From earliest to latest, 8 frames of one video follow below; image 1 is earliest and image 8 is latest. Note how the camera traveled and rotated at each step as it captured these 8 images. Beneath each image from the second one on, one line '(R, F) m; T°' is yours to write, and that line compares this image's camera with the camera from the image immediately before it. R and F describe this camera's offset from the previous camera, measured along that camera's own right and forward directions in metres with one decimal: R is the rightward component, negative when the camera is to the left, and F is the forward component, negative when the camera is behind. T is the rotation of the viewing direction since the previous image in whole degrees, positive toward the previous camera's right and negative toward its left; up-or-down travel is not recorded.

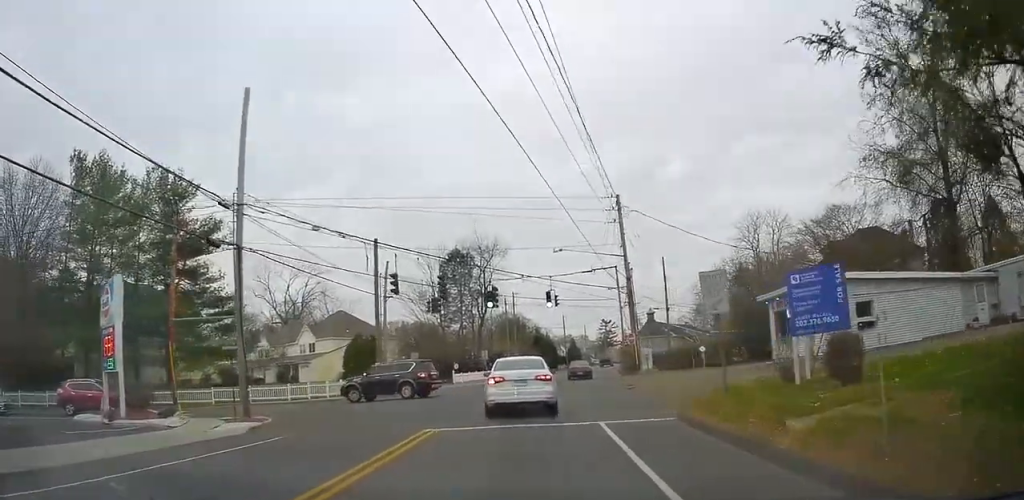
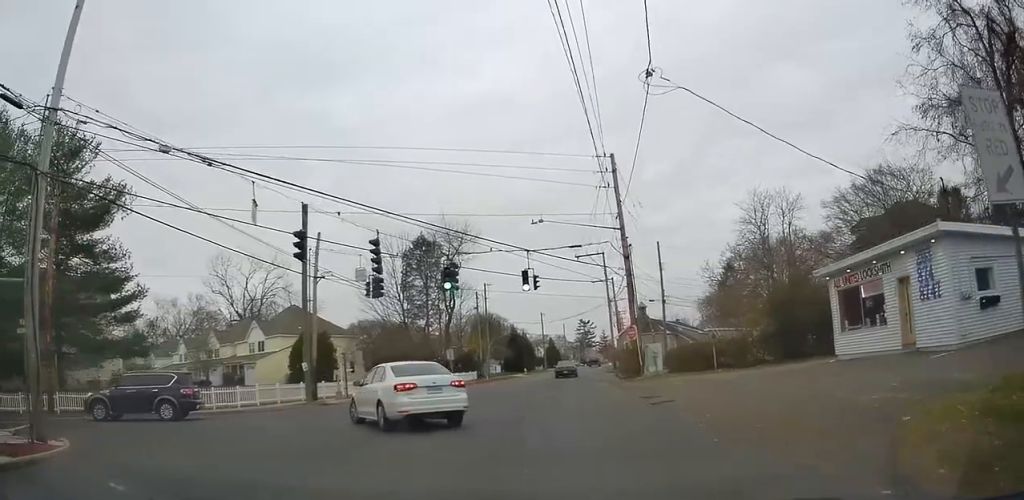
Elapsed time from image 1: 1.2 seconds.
(+0.3, +9.6) m; +3°
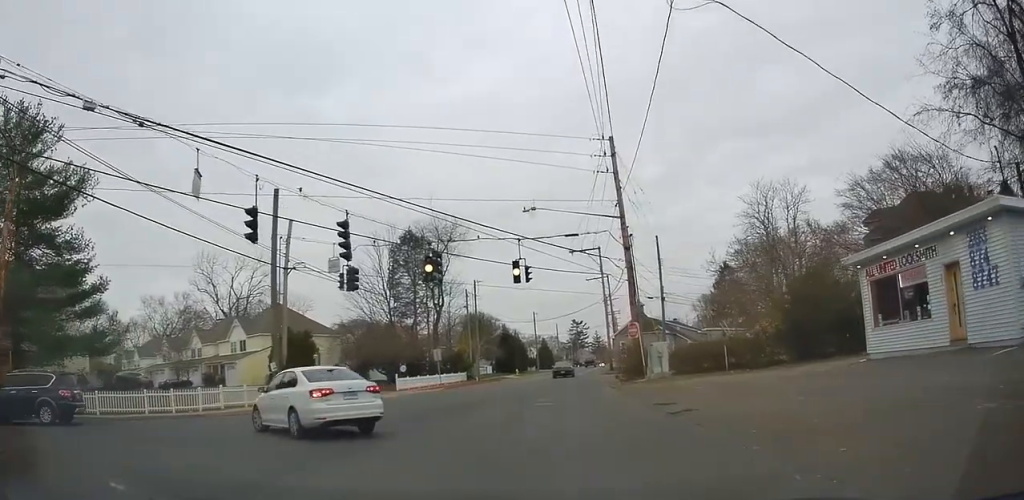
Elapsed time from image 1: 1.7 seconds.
(0.0, +3.3) m; -1°
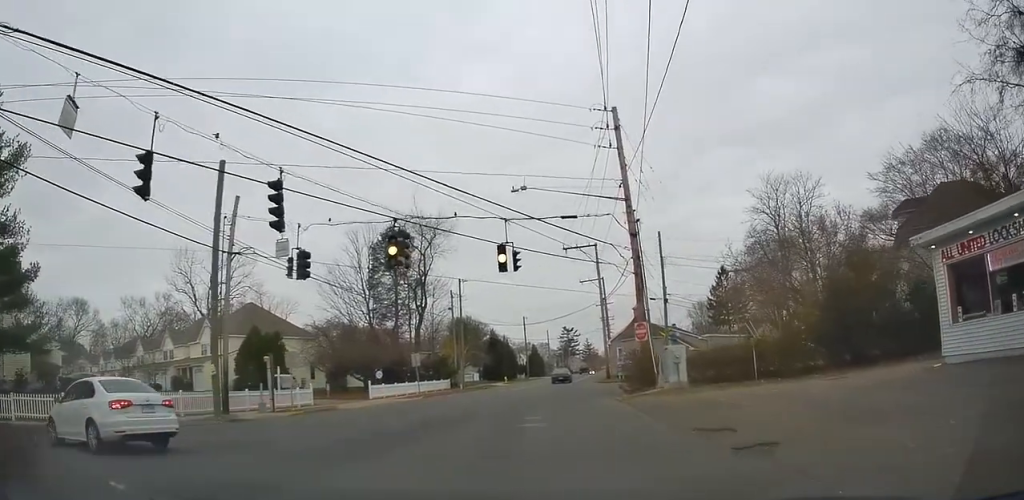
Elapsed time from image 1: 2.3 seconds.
(+0.1, +5.2) m; -2°
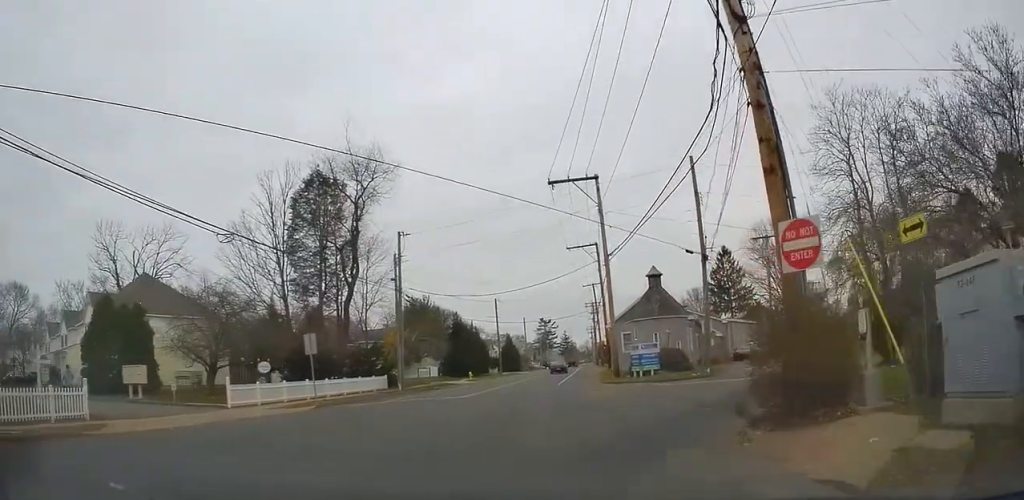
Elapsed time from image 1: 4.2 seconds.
(+0.3, +16.6) m; +4°
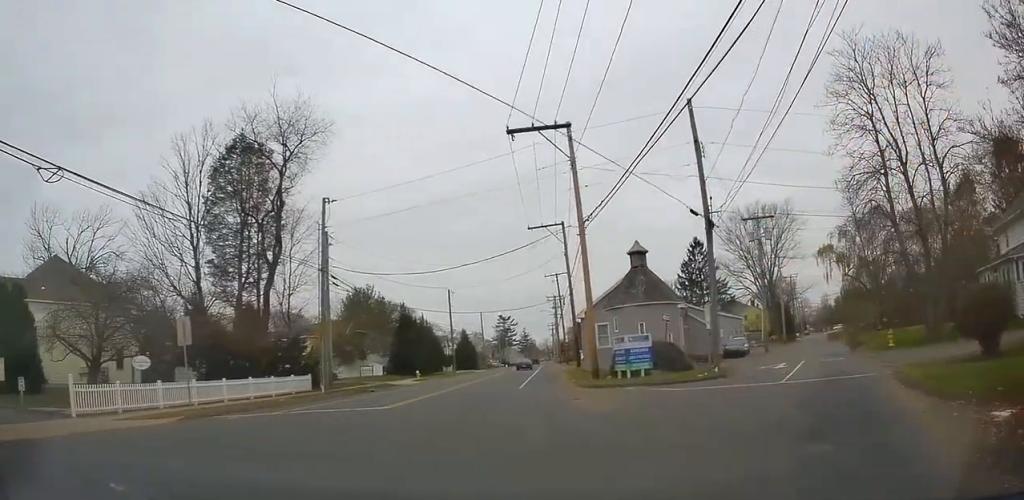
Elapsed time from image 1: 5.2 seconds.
(0.0, +8.2) m; +3°
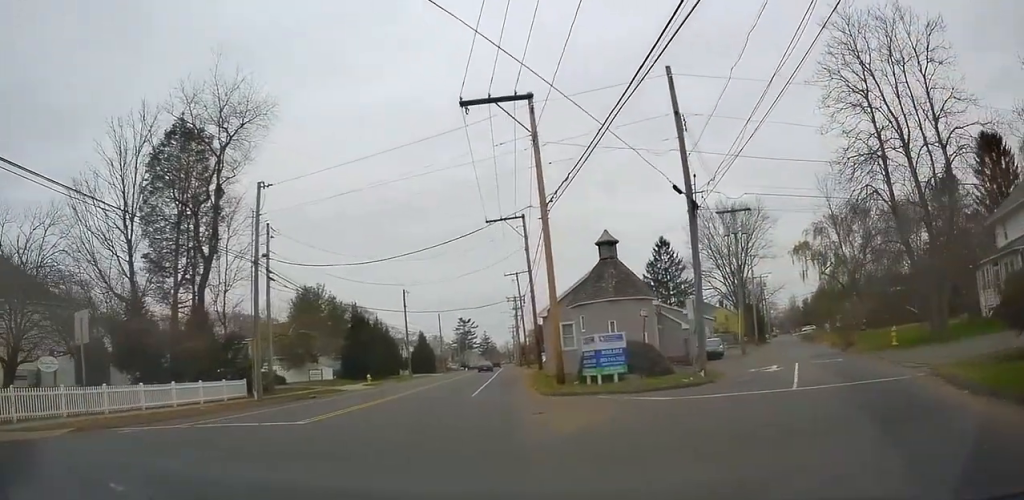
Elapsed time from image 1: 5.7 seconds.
(+0.2, +4.2) m; +2°
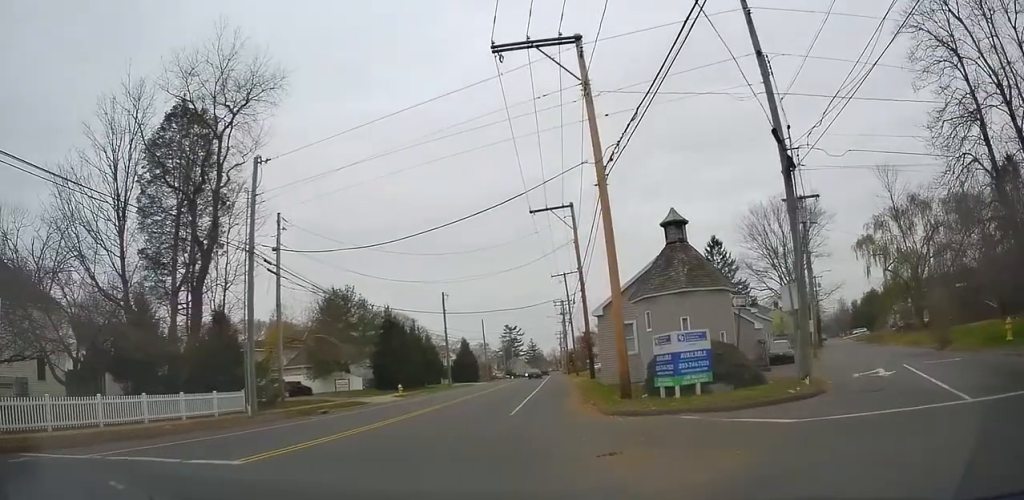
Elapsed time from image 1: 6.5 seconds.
(+0.3, +6.3) m; +2°
